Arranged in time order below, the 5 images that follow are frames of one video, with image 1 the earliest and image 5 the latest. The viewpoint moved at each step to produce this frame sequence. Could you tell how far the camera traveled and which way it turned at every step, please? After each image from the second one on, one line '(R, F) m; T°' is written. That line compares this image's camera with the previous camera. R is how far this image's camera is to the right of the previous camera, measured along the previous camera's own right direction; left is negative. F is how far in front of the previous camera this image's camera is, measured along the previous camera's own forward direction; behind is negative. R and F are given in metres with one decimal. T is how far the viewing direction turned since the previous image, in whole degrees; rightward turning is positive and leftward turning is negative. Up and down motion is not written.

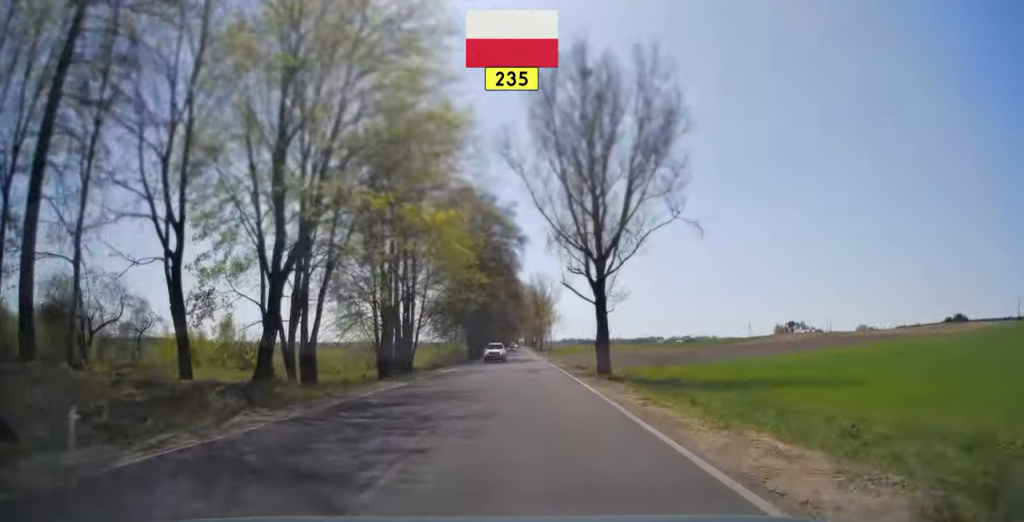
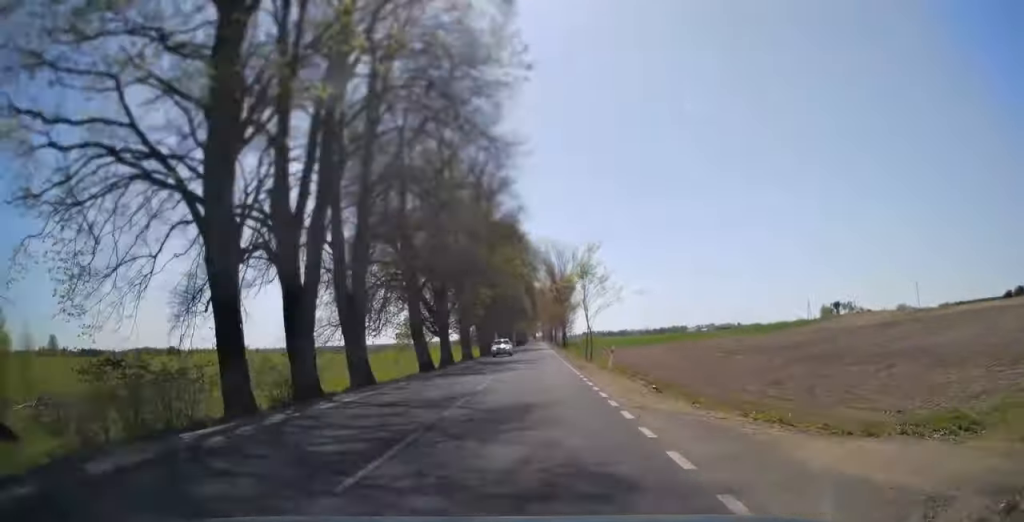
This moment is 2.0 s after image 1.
(-1.9, +56.6) m; -2°
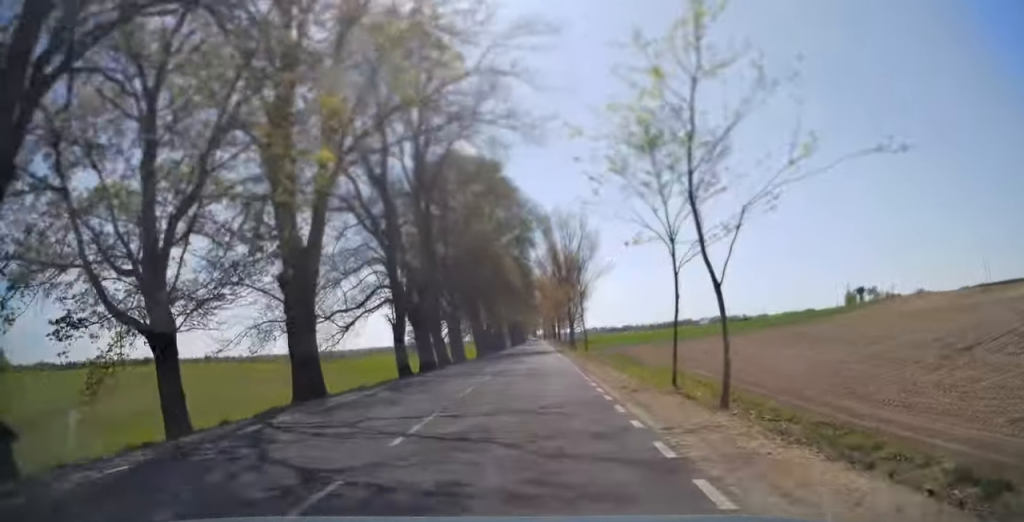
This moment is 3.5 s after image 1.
(+0.2, +39.2) m; 0°
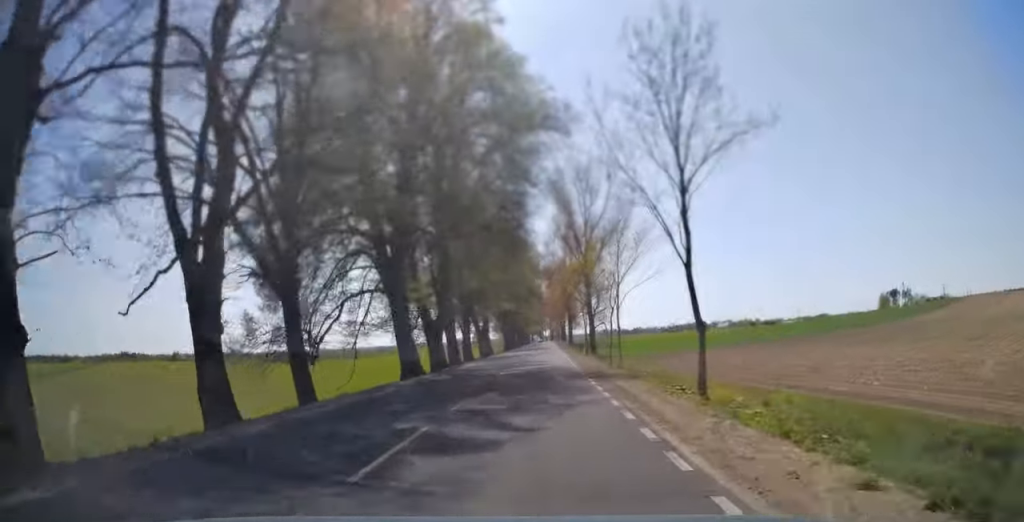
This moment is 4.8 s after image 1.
(-0.4, +37.6) m; 0°
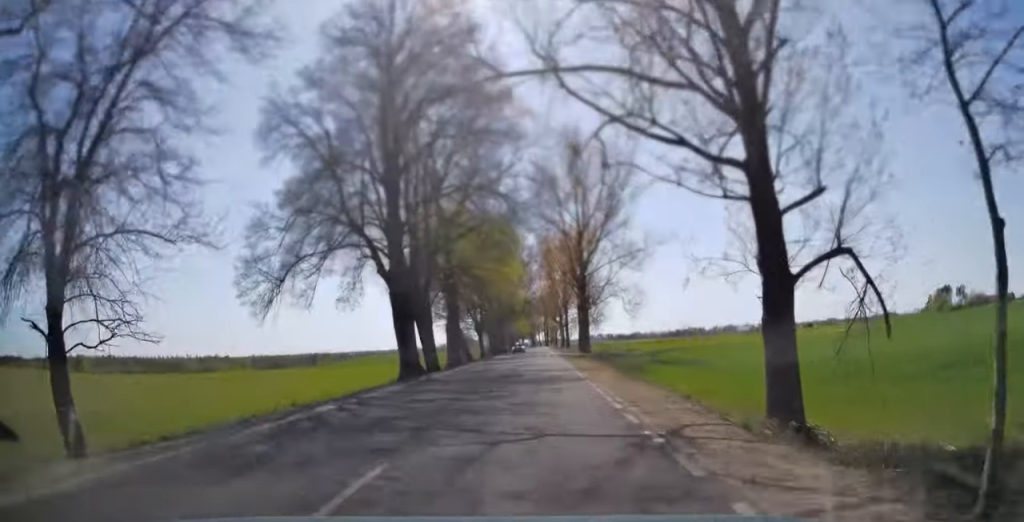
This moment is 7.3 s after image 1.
(+0.3, +68.0) m; +1°
